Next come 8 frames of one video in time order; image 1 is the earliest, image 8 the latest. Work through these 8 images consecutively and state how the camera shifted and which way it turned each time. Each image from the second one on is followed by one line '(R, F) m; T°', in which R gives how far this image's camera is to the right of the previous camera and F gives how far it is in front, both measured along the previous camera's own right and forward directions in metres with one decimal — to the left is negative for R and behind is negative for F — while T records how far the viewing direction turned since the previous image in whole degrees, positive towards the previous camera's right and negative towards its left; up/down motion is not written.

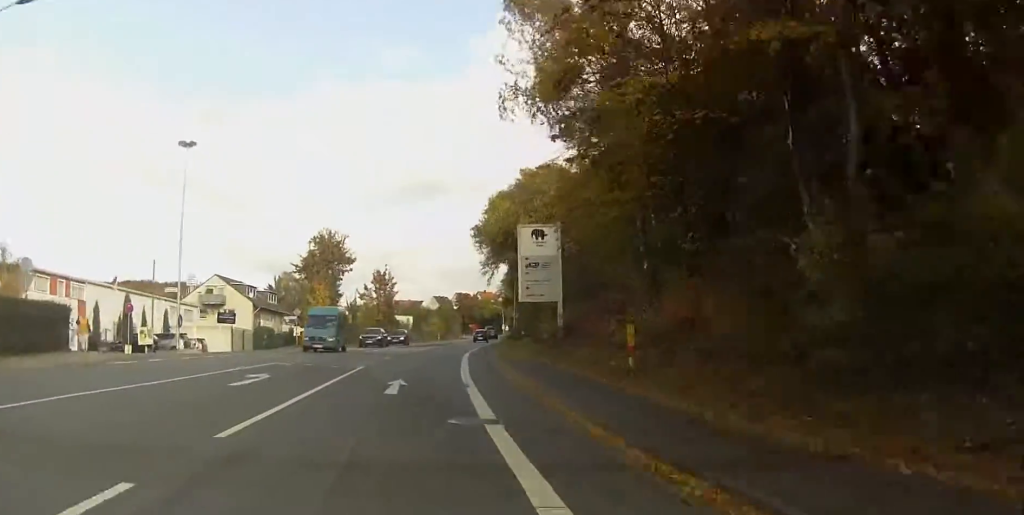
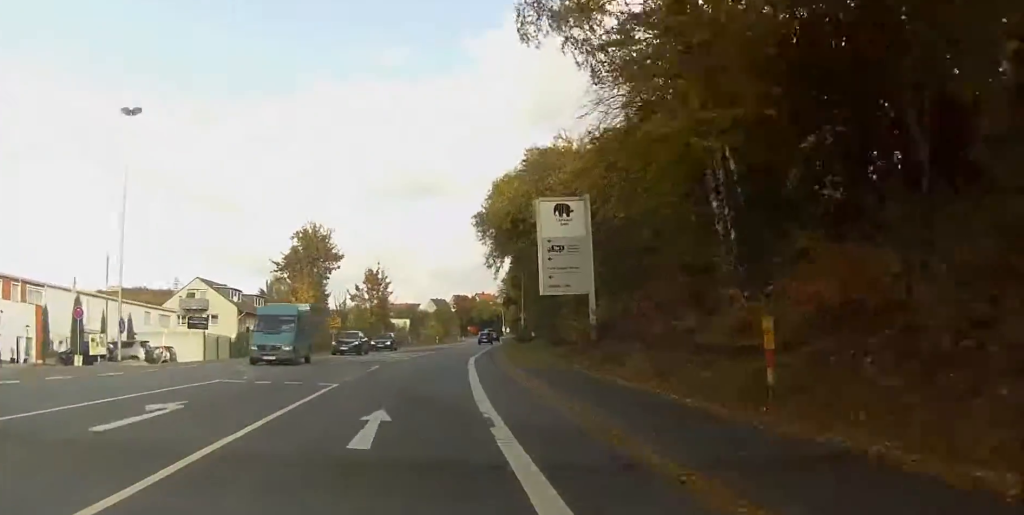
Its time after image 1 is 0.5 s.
(0.0, +7.5) m; +1°
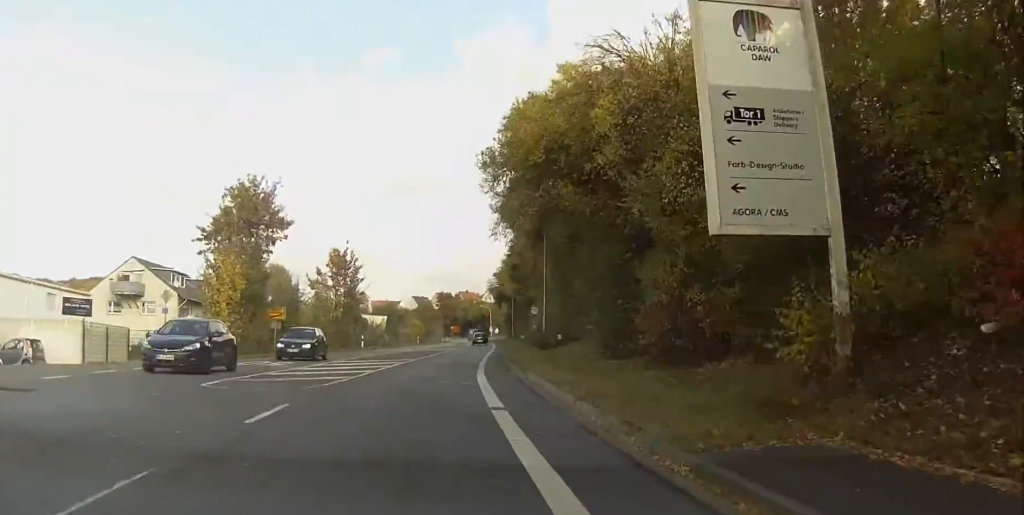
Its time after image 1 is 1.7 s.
(+0.6, +17.8) m; +3°
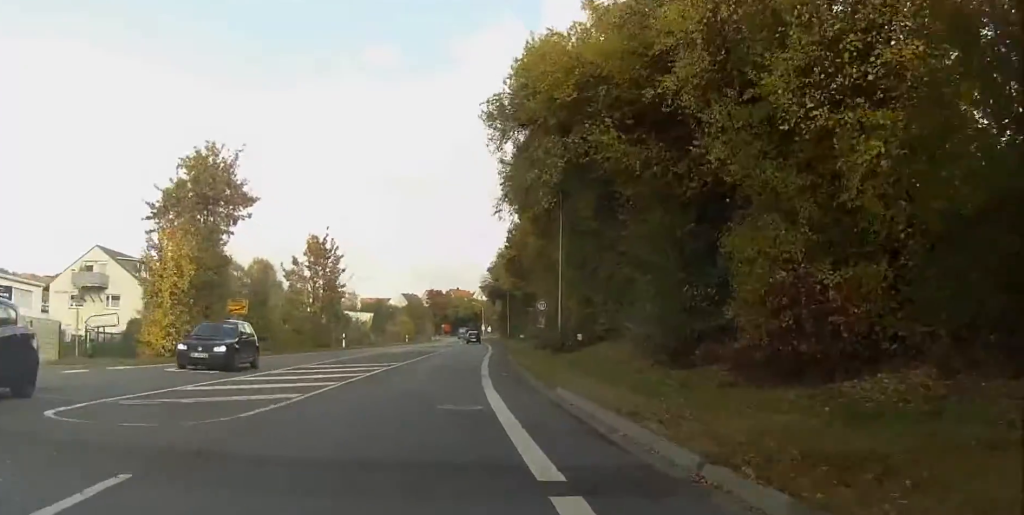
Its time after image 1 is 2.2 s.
(+0.2, +7.4) m; +1°
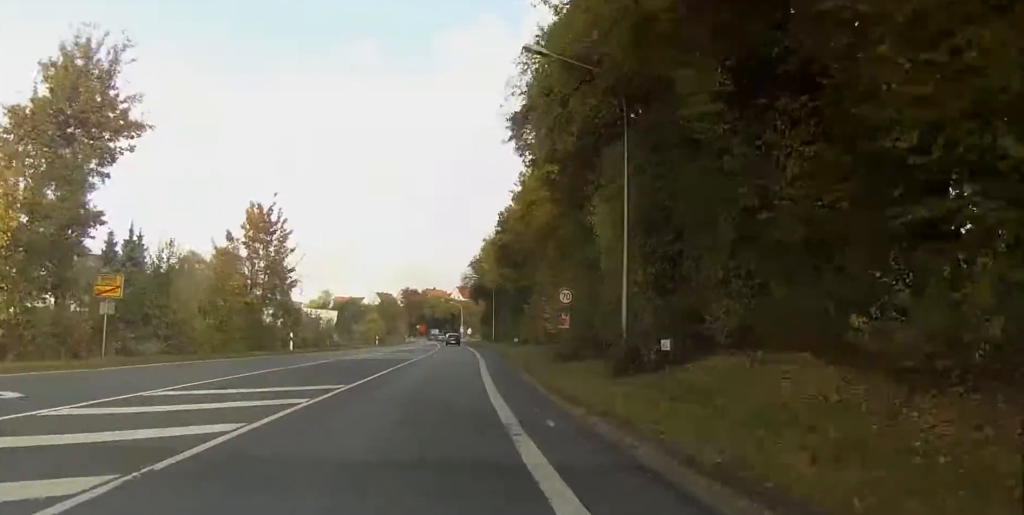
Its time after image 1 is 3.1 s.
(-0.1, +14.0) m; 0°
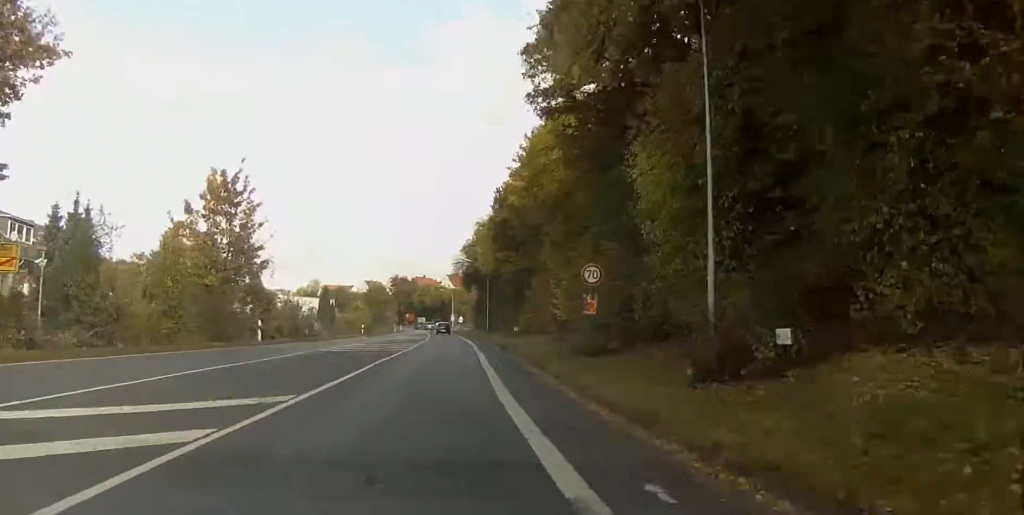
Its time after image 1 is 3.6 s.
(0.0, +6.6) m; 0°
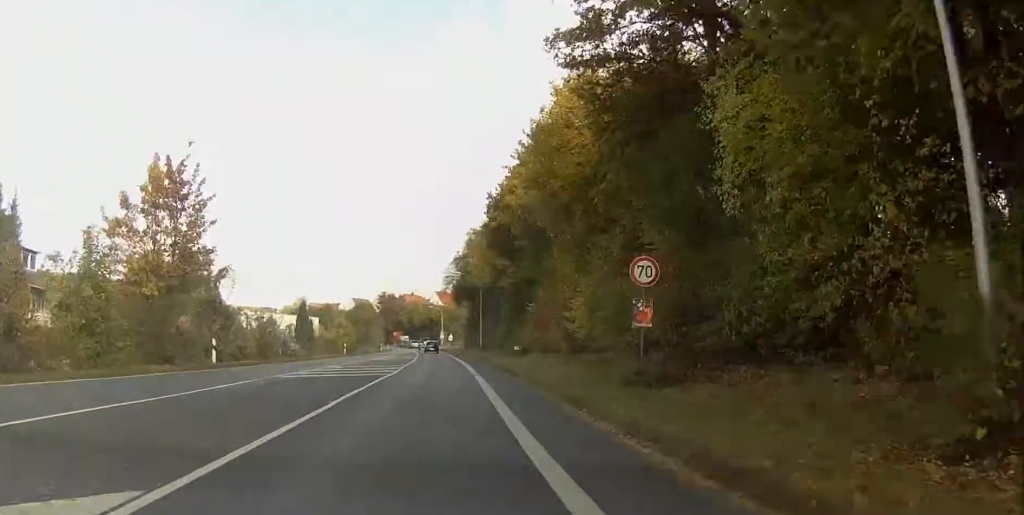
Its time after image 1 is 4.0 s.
(0.0, +7.2) m; +1°
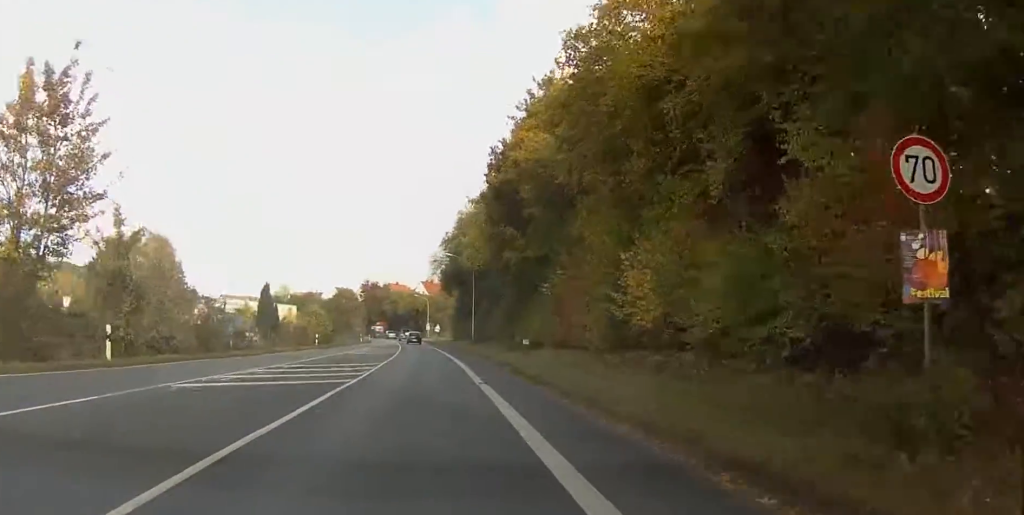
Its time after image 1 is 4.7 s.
(+0.1, +11.0) m; +1°
